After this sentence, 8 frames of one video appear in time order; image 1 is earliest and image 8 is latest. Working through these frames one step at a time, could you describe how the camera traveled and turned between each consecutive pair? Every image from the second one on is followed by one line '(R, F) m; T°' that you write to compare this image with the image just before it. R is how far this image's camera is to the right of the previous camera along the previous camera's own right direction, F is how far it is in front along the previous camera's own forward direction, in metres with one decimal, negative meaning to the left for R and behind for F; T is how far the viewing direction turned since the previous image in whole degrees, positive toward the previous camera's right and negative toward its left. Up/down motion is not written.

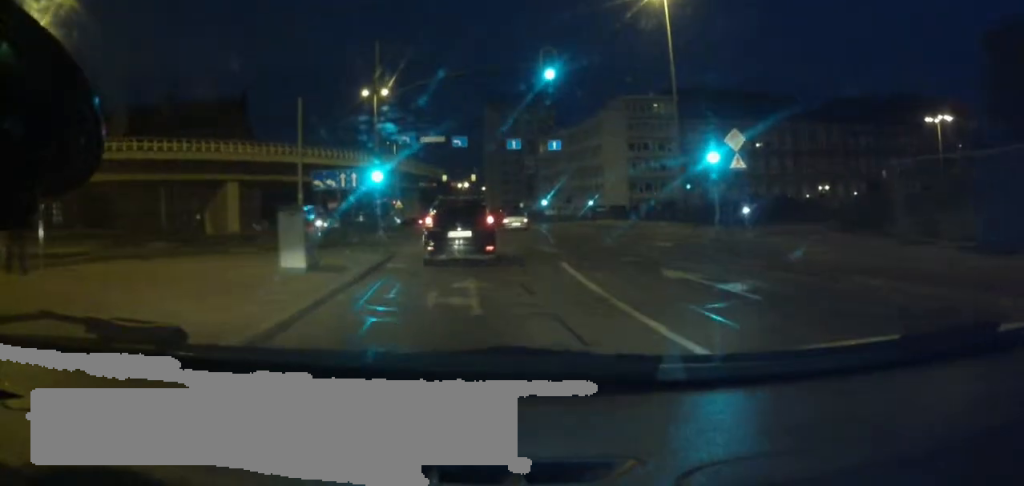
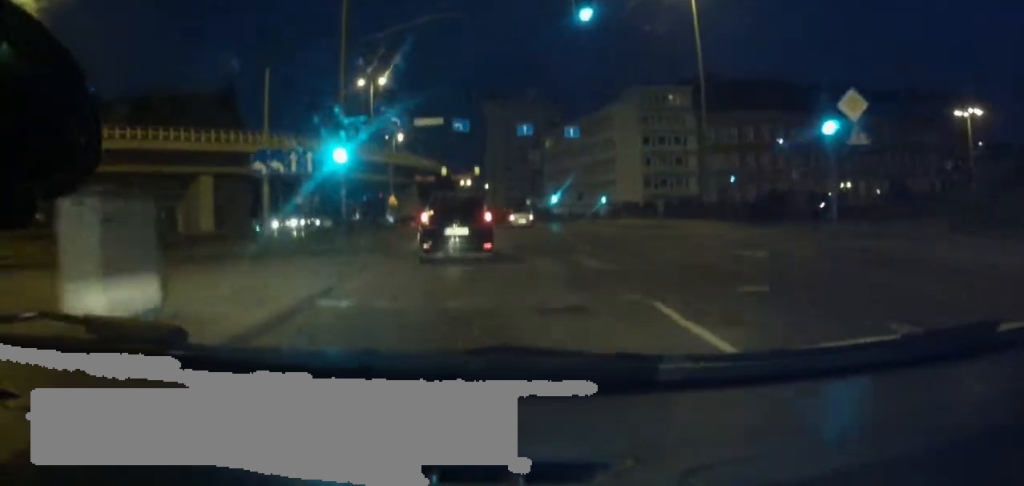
(-0.3, +6.4) m; -3°
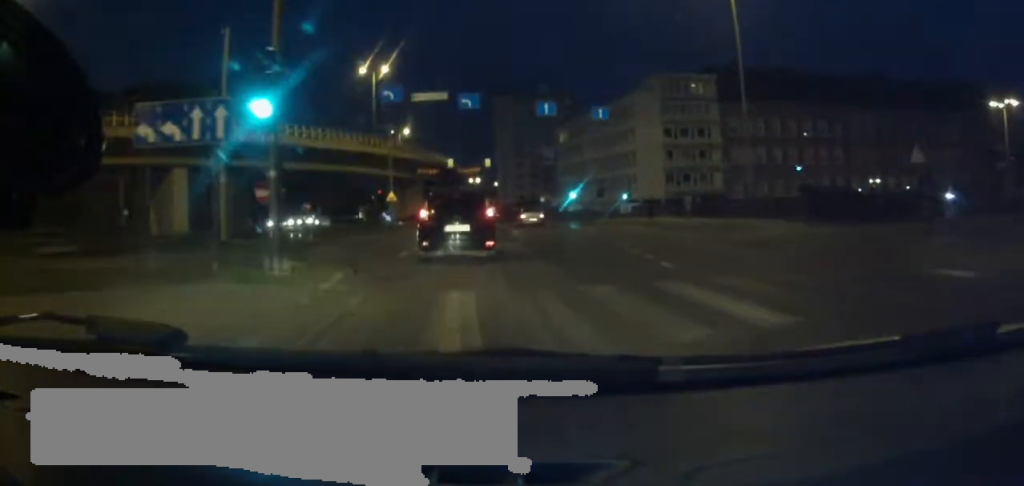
(-0.1, +6.5) m; 0°
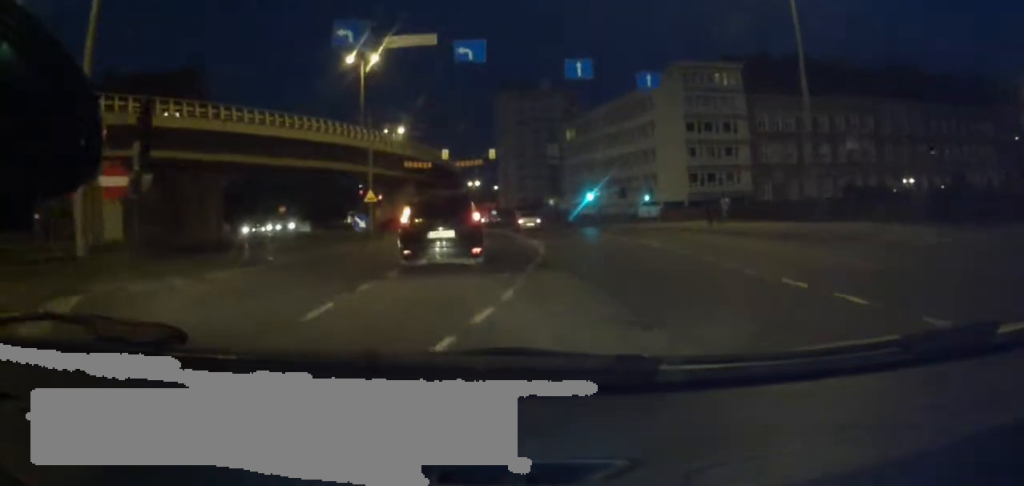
(+0.2, +10.0) m; +1°
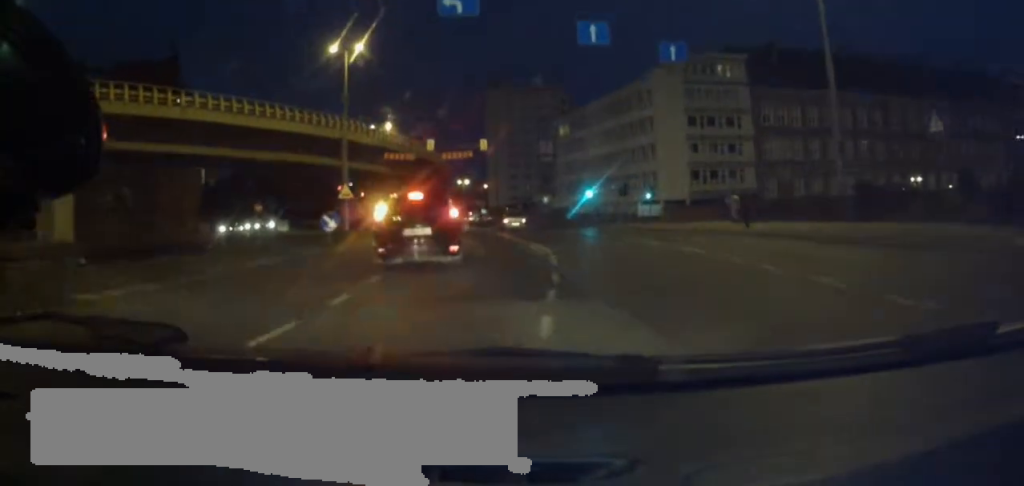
(+0.3, +4.7) m; 0°
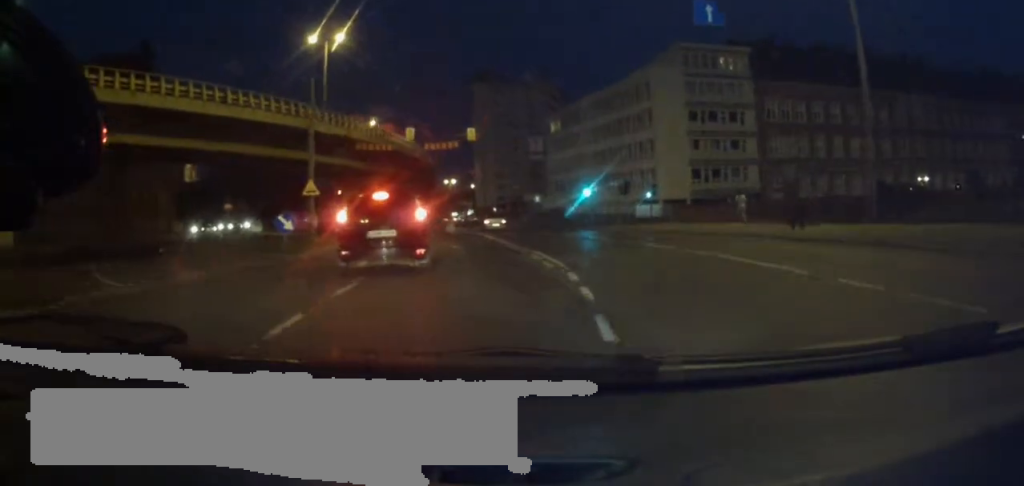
(-0.3, +5.1) m; -1°
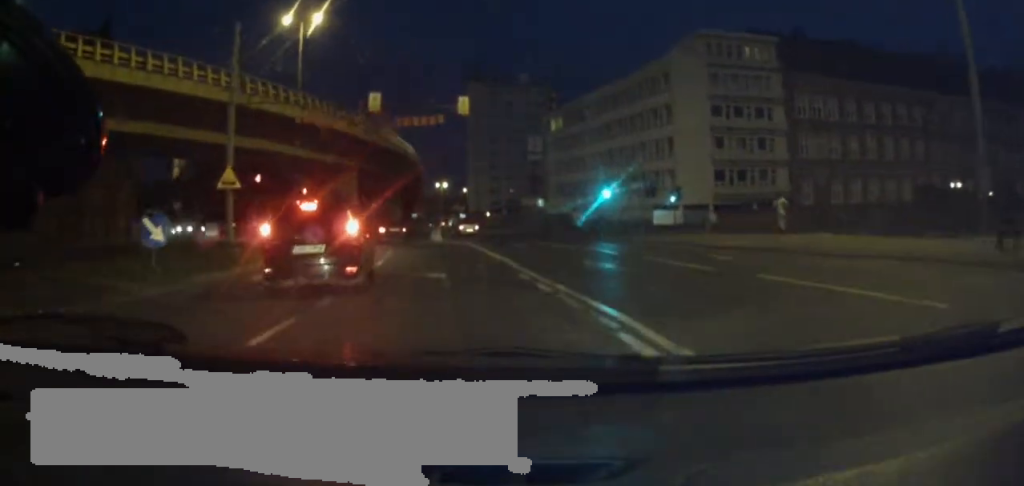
(-0.3, +10.2) m; 0°
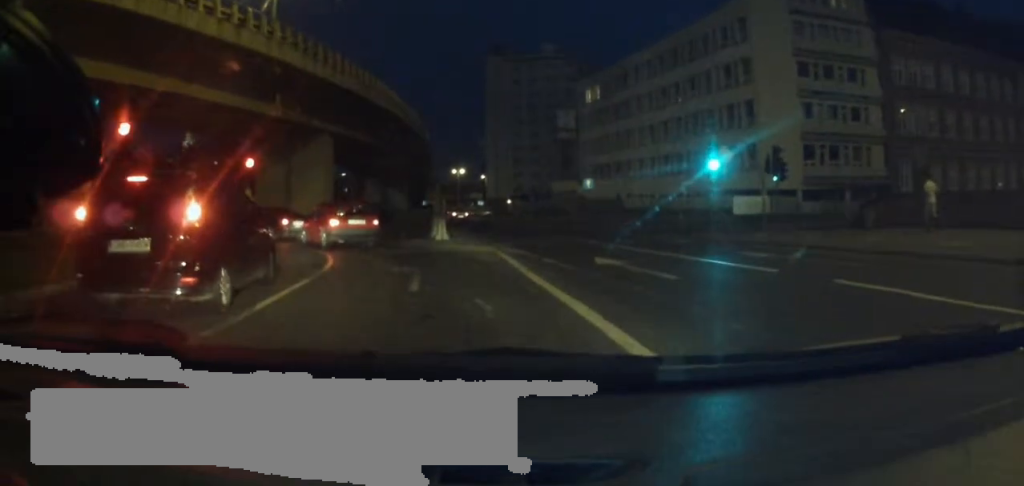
(+0.6, +18.2) m; +3°
